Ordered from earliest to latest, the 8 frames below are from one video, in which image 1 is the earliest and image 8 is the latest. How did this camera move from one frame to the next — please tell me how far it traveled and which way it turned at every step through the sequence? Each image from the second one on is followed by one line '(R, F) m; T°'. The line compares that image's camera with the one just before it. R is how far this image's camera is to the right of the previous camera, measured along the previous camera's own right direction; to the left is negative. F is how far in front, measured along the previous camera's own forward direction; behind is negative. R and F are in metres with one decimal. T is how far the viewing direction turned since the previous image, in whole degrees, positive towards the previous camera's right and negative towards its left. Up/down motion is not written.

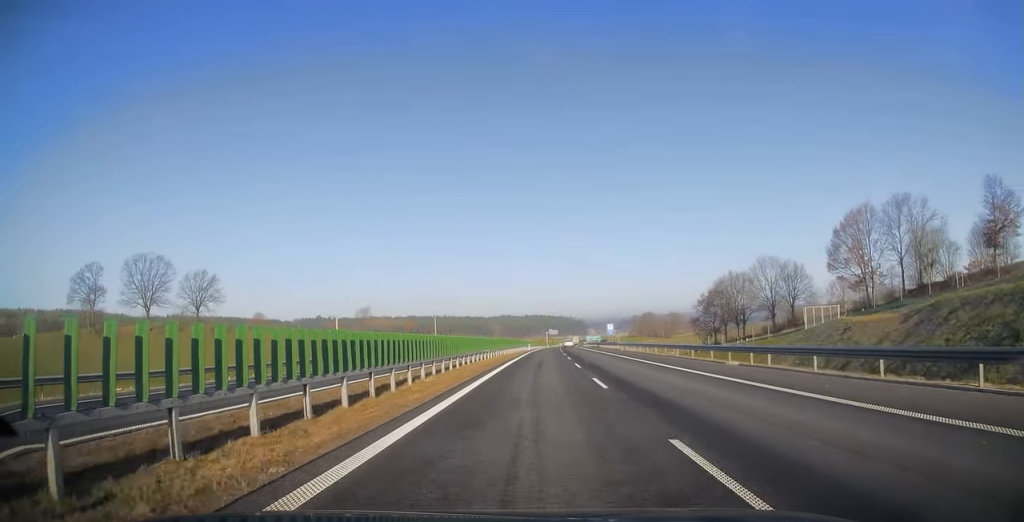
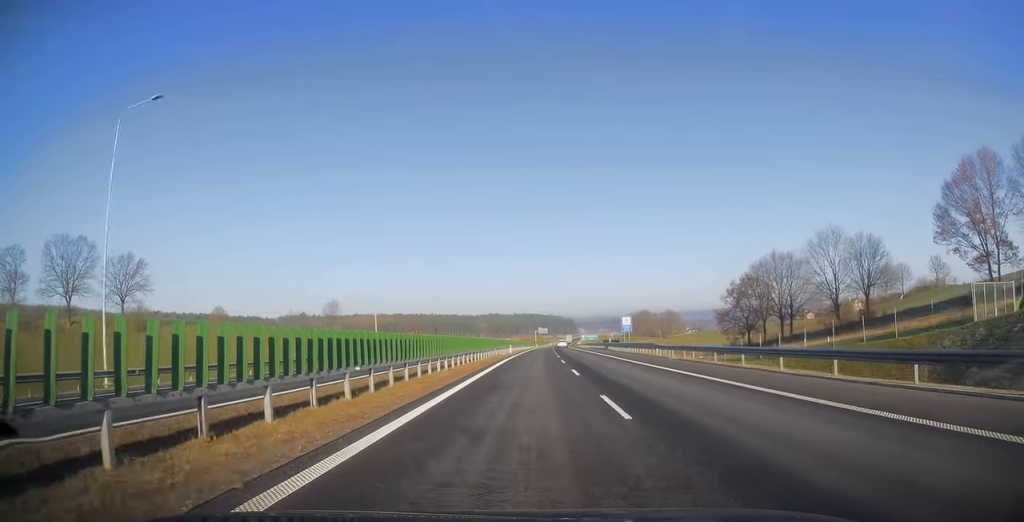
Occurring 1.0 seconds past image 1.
(-0.1, +30.1) m; +1°
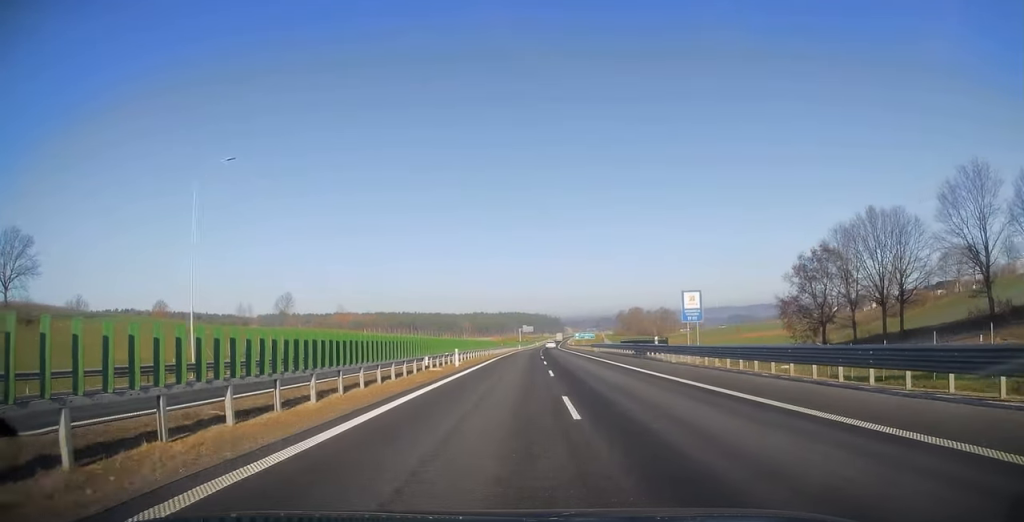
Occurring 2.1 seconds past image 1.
(+0.7, +36.0) m; +1°
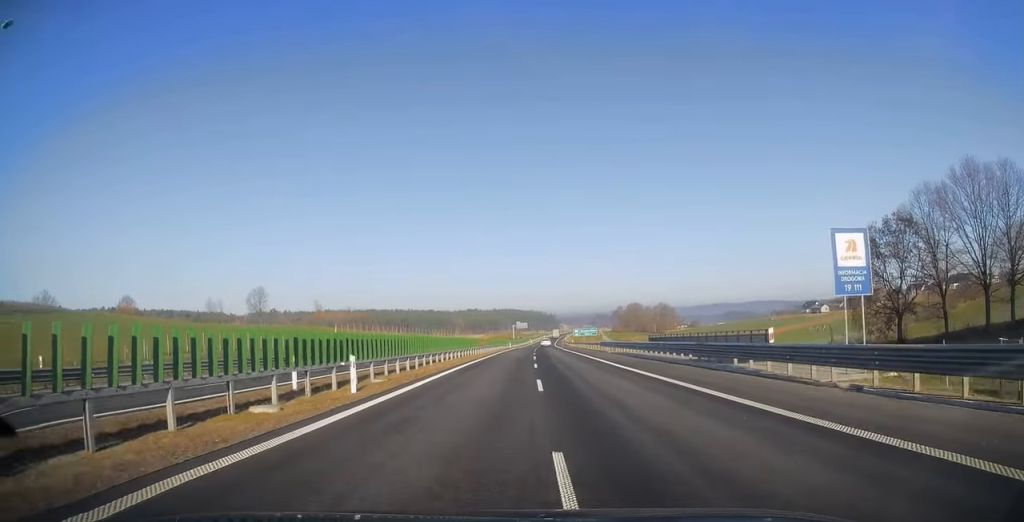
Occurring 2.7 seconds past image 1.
(-0.1, +19.0) m; 0°
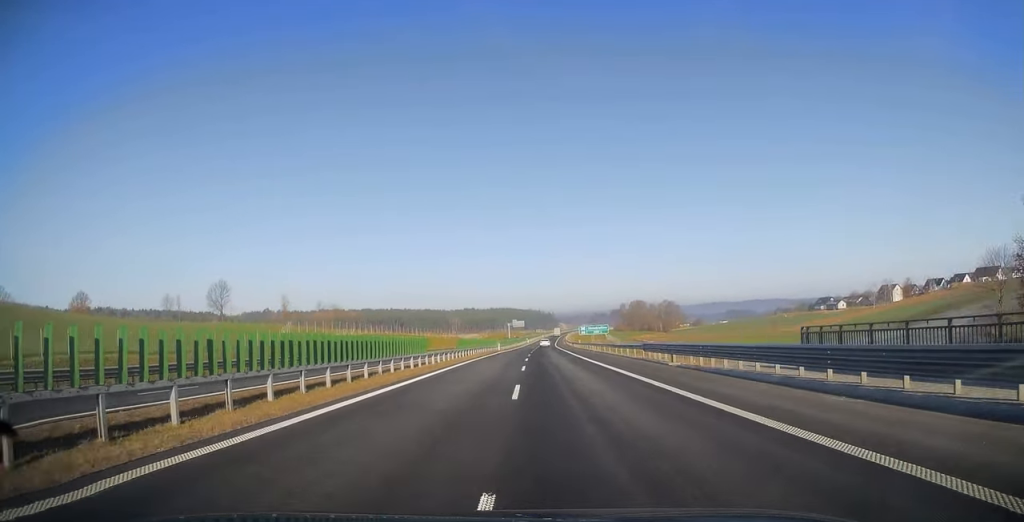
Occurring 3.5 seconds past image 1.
(0.0, +25.9) m; 0°
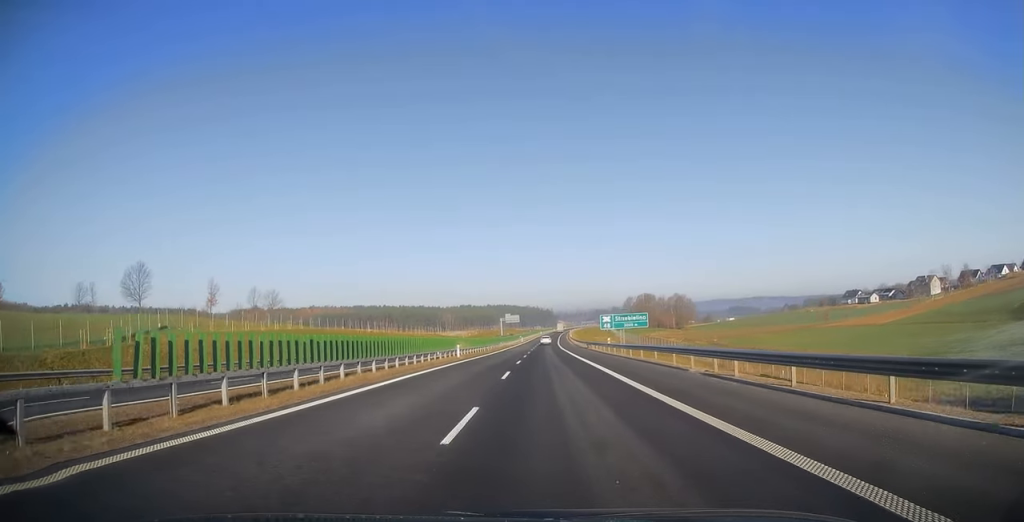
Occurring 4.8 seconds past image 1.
(+0.3, +41.8) m; 0°
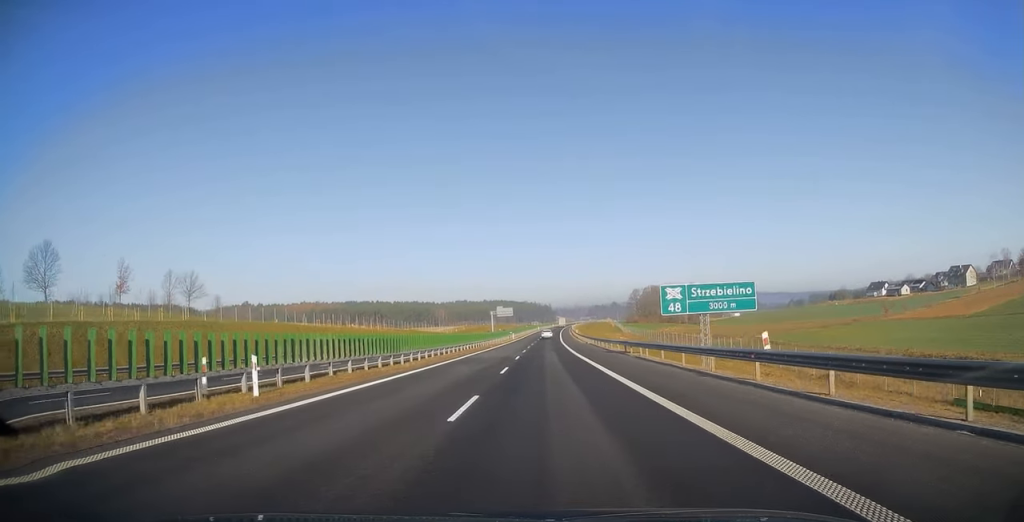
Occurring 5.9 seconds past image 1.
(0.0, +34.3) m; +1°
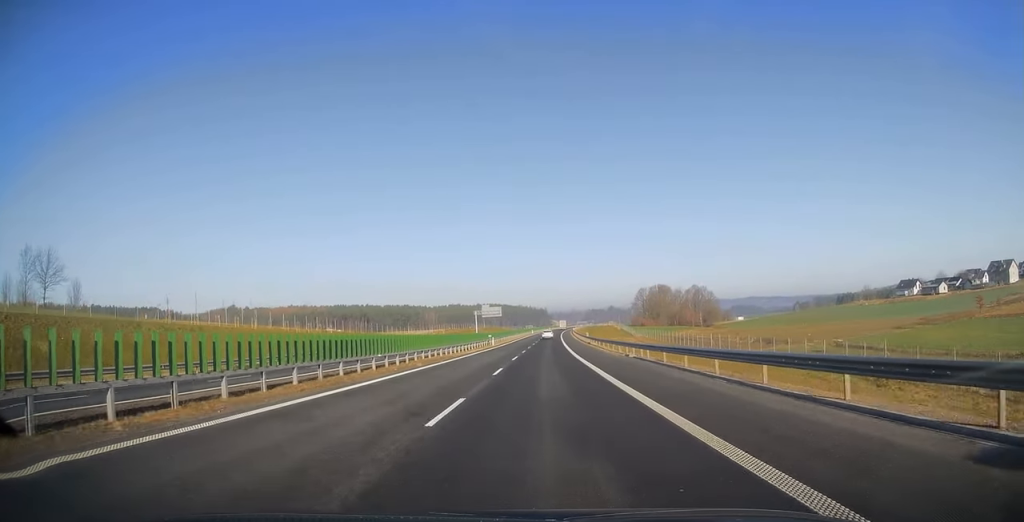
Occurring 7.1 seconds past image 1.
(+0.5, +36.8) m; +1°
